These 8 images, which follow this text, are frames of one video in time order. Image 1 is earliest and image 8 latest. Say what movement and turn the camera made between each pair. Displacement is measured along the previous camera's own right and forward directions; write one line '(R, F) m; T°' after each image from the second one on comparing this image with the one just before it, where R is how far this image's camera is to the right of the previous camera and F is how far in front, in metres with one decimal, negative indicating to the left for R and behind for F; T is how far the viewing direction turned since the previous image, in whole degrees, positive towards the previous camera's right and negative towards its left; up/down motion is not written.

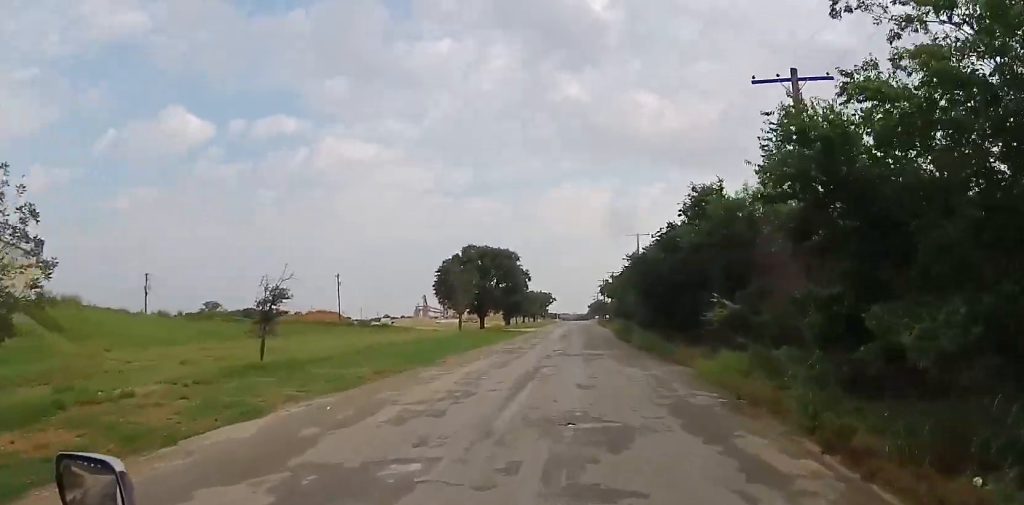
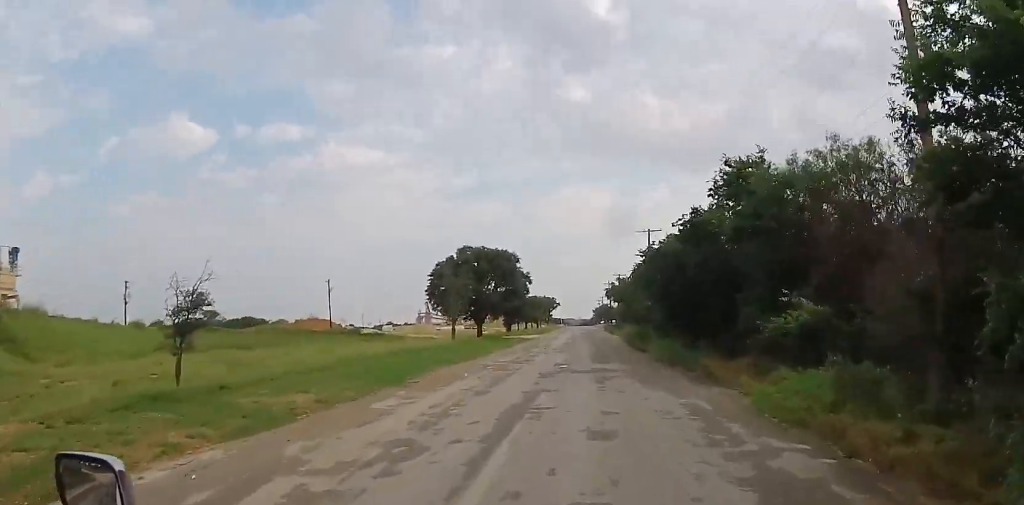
(0.0, +6.8) m; 0°
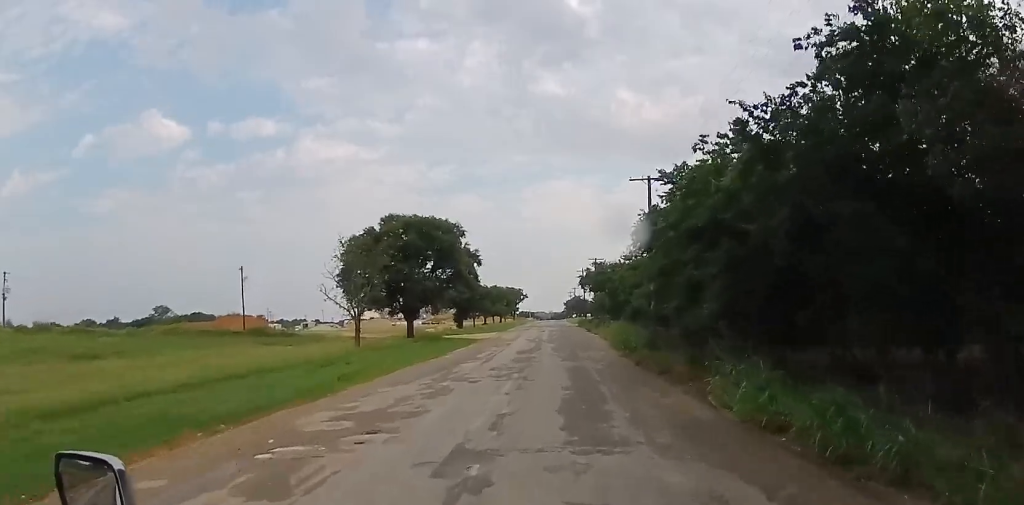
(0.0, +21.7) m; +2°
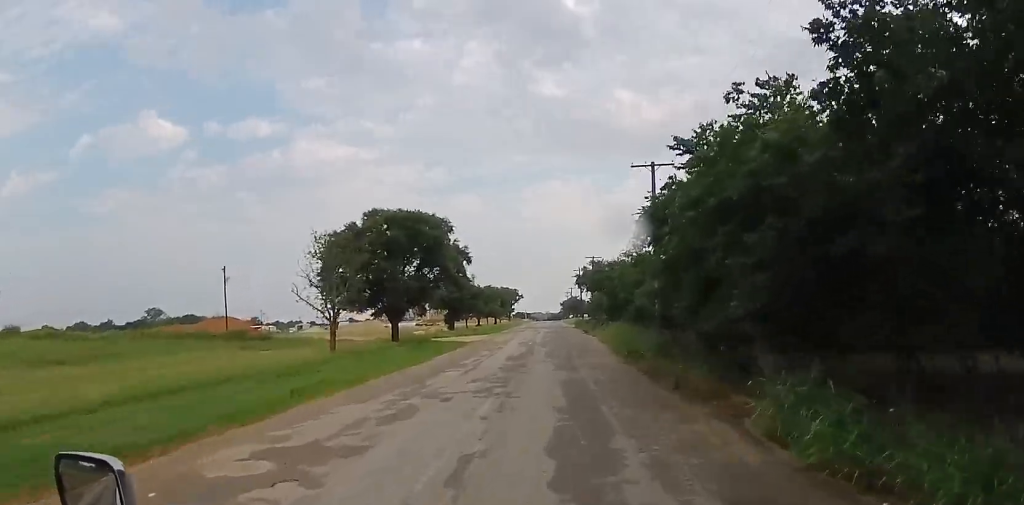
(0.0, +4.0) m; +1°
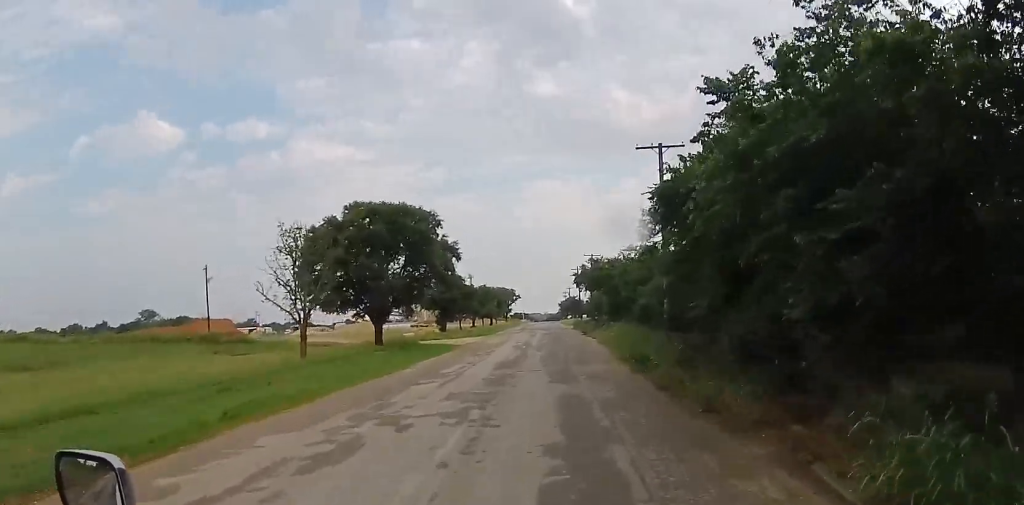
(+0.2, +4.3) m; 0°
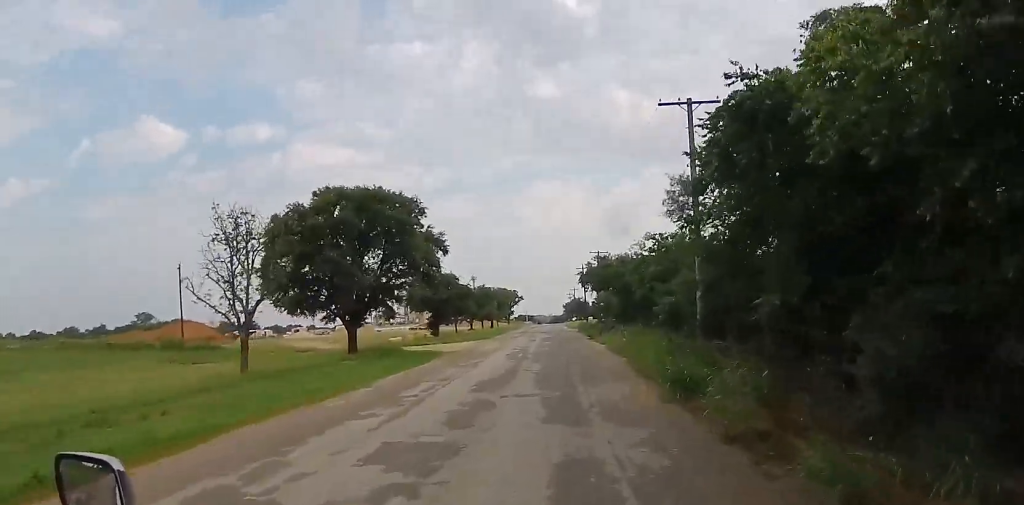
(0.0, +7.4) m; 0°
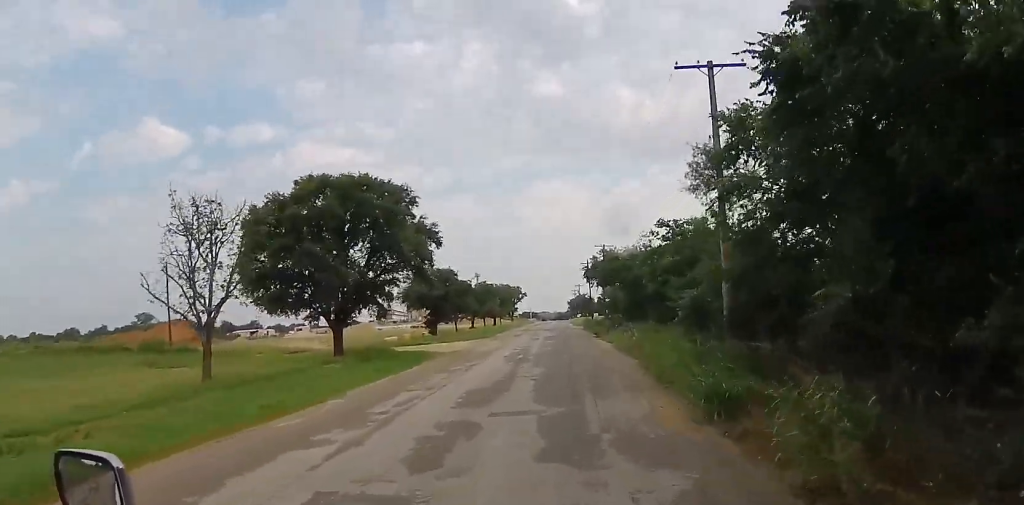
(-0.2, +3.8) m; 0°
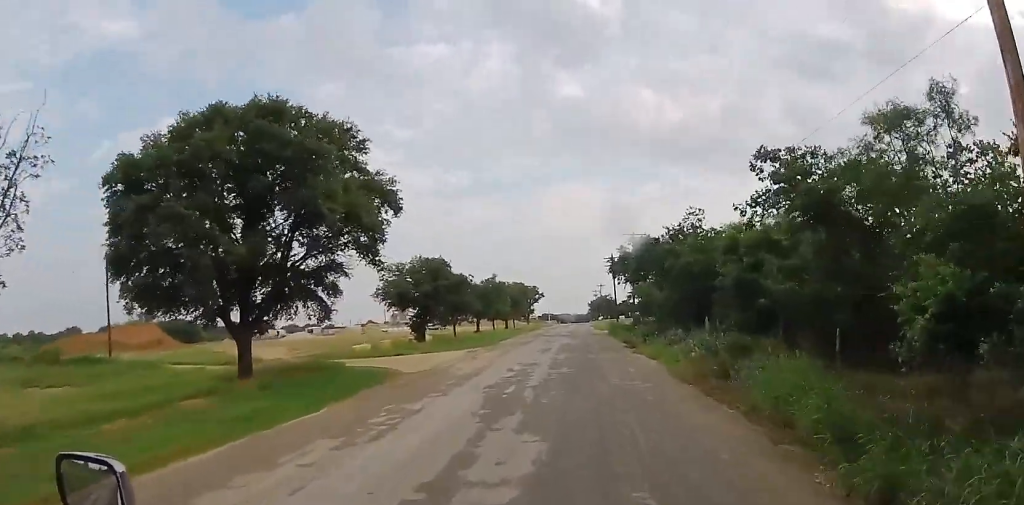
(+0.2, +14.9) m; -1°
